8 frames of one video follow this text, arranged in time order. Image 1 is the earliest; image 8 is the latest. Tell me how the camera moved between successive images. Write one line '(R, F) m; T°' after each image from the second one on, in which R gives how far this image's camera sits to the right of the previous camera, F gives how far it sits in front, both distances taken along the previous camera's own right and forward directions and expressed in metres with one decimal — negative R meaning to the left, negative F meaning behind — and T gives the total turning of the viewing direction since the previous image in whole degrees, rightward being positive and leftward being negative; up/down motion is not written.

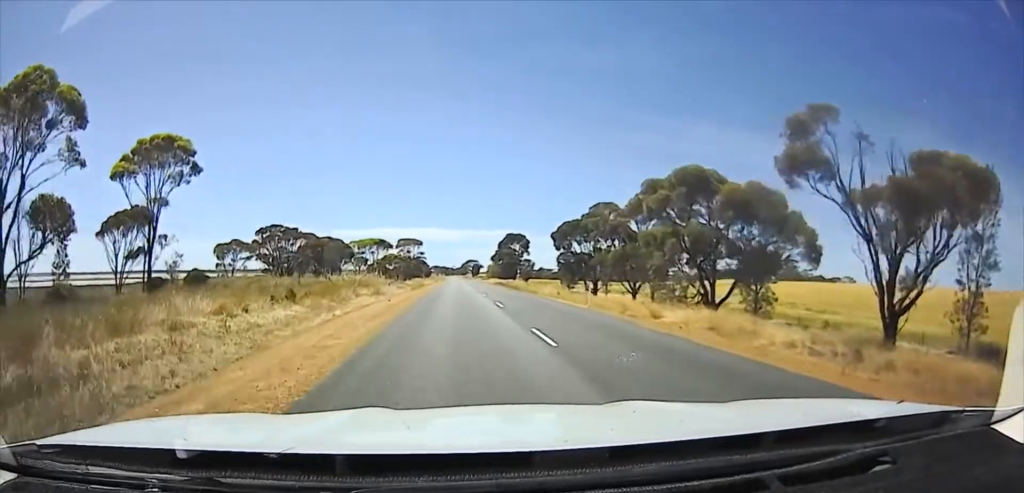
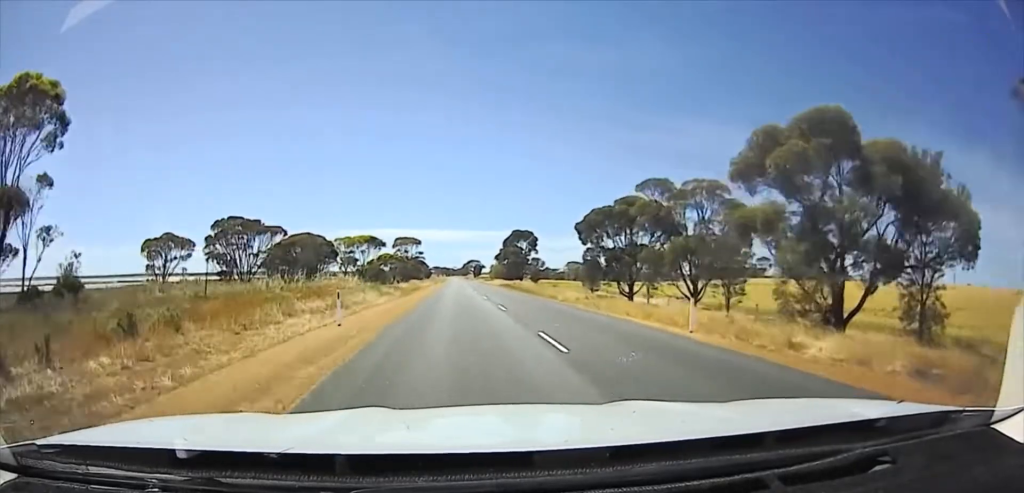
(0.0, +13.4) m; 0°
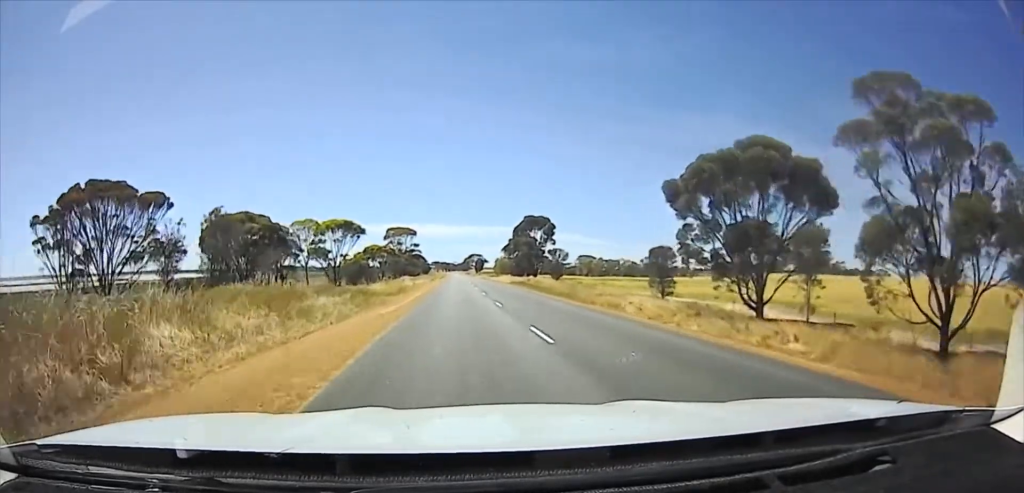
(0.0, +24.1) m; 0°
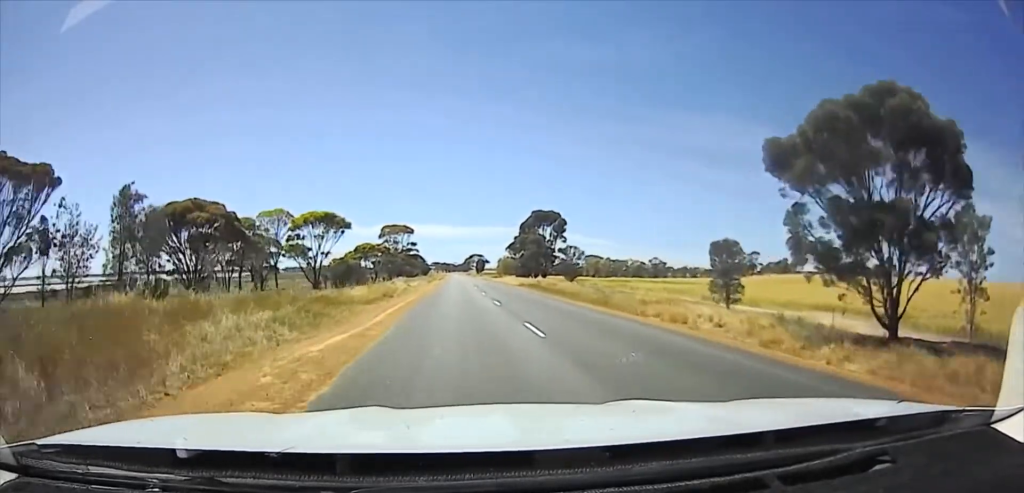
(0.0, +11.0) m; 0°
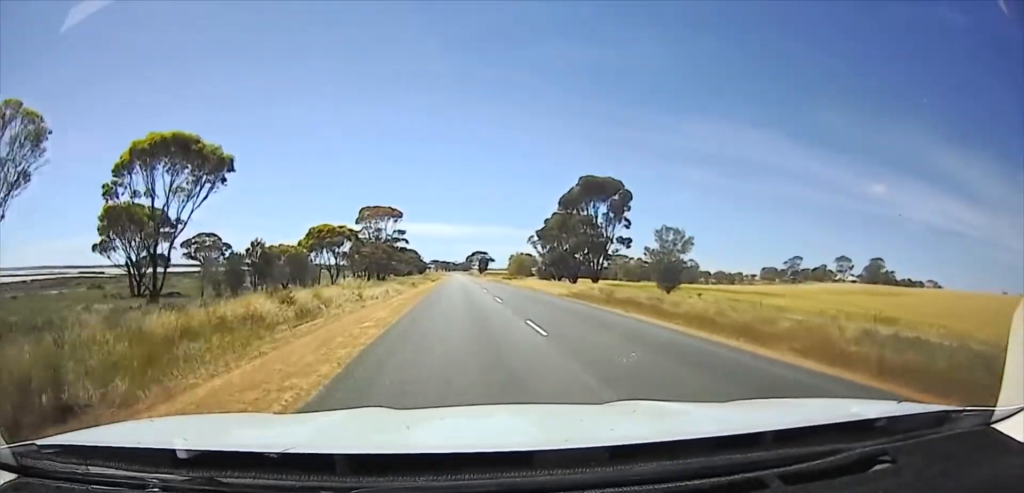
(0.0, +34.7) m; 0°
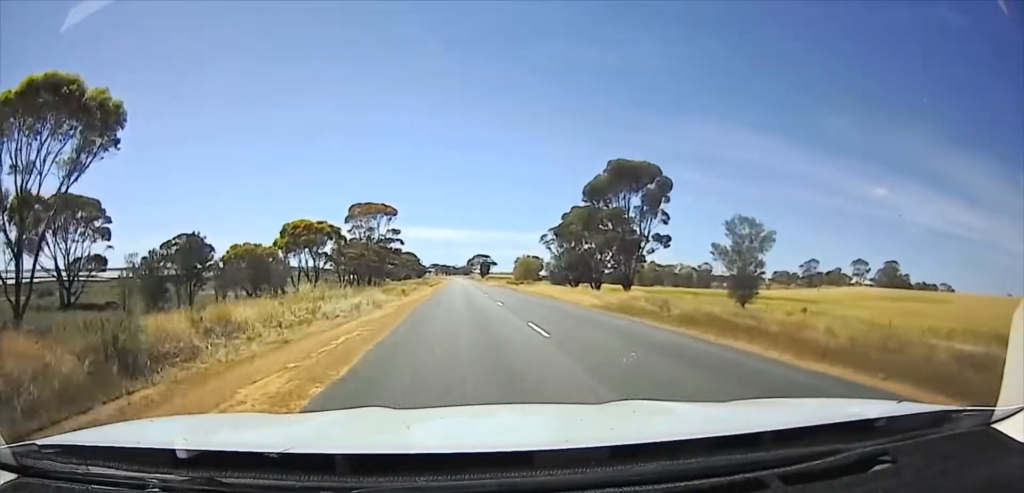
(0.0, +12.3) m; 0°
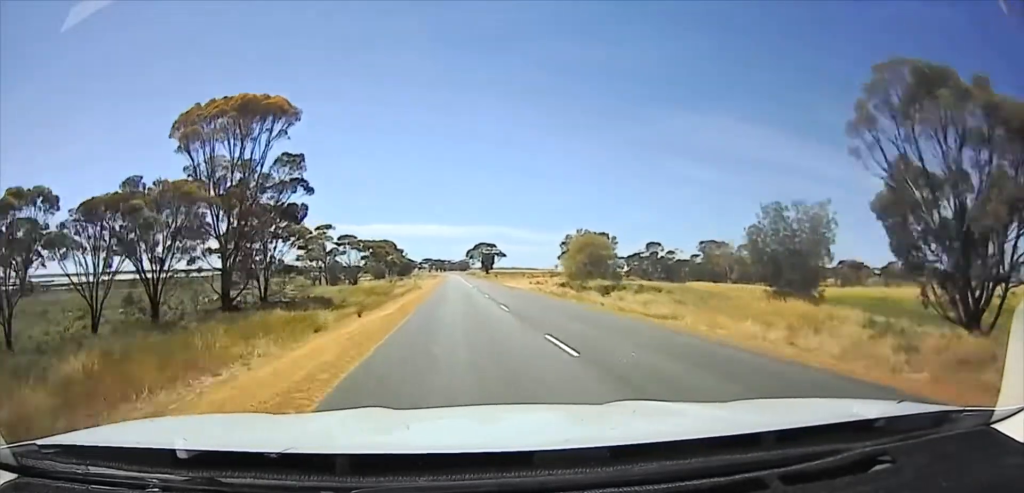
(0.0, +59.2) m; 0°
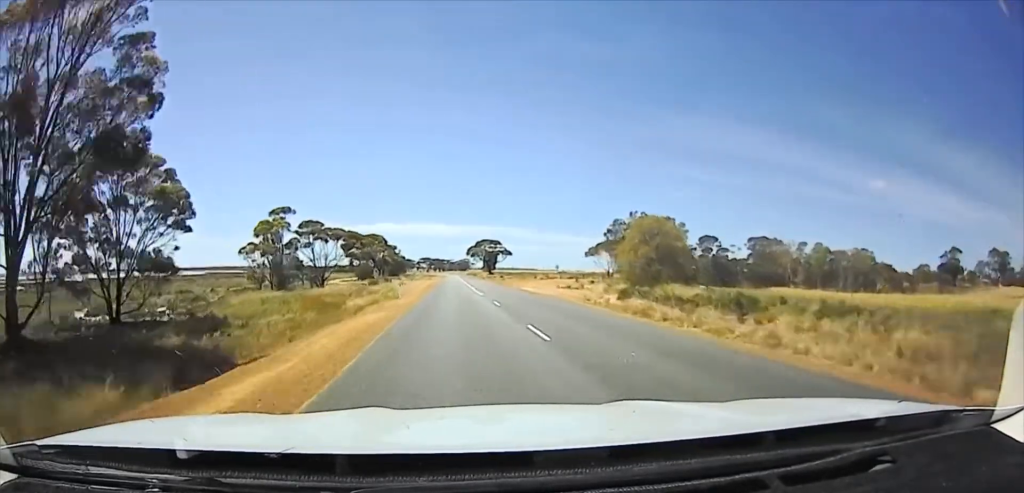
(0.0, +21.0) m; 0°
